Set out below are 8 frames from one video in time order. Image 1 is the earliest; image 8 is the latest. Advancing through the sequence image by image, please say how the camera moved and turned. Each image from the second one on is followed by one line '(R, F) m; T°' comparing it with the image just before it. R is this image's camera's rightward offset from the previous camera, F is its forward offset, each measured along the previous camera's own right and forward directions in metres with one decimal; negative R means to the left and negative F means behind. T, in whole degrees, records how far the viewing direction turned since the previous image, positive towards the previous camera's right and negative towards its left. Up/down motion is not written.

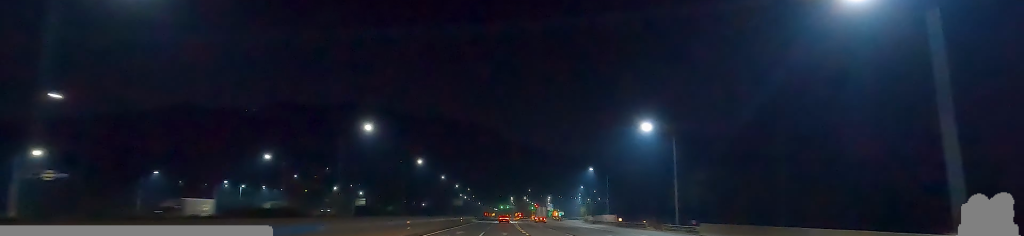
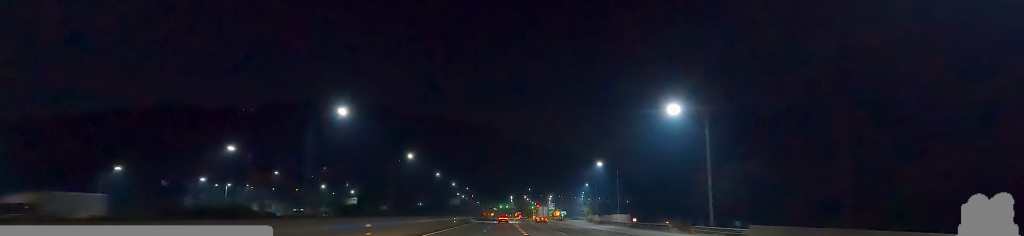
(0.0, +10.9) m; 0°
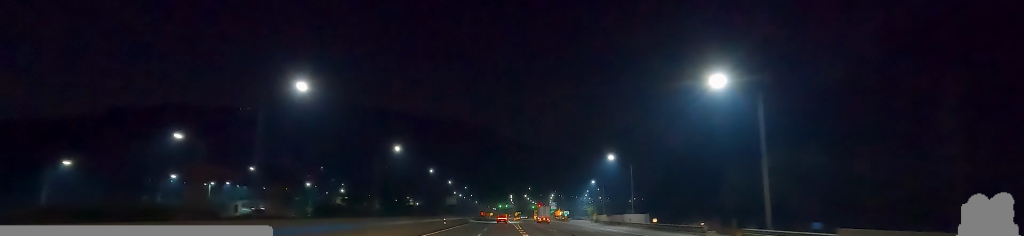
(0.0, +11.7) m; -1°
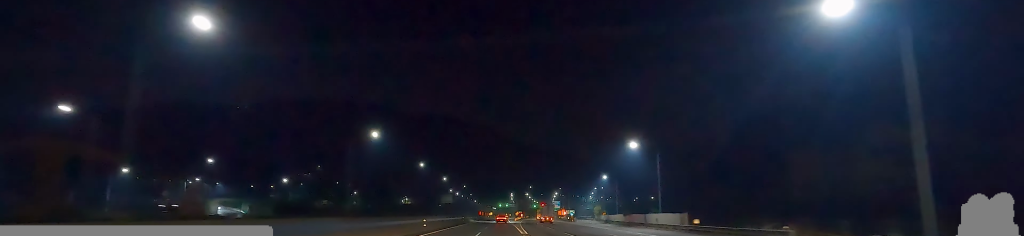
(+0.2, +15.7) m; -2°
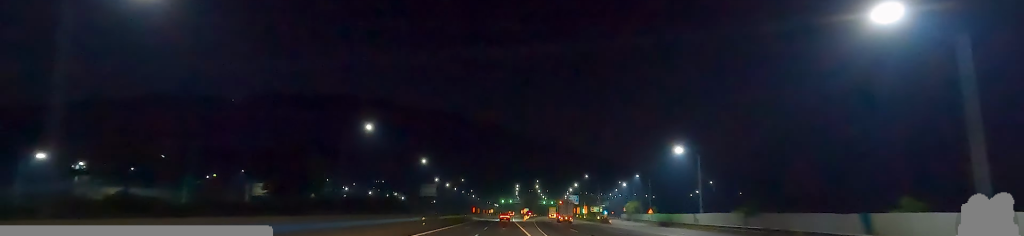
(-0.4, +48.7) m; +2°
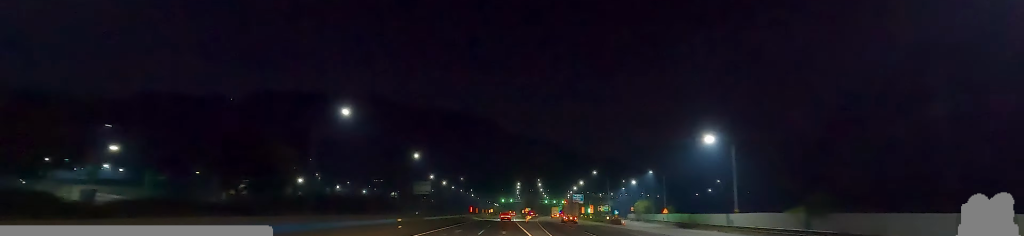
(+0.1, +10.5) m; 0°
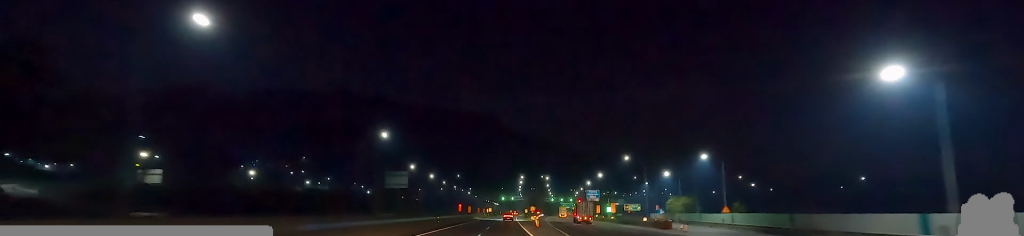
(-0.7, +28.7) m; -1°
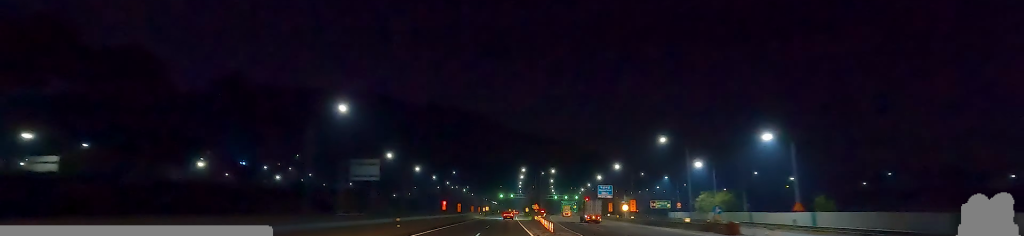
(-0.1, +19.5) m; +1°
